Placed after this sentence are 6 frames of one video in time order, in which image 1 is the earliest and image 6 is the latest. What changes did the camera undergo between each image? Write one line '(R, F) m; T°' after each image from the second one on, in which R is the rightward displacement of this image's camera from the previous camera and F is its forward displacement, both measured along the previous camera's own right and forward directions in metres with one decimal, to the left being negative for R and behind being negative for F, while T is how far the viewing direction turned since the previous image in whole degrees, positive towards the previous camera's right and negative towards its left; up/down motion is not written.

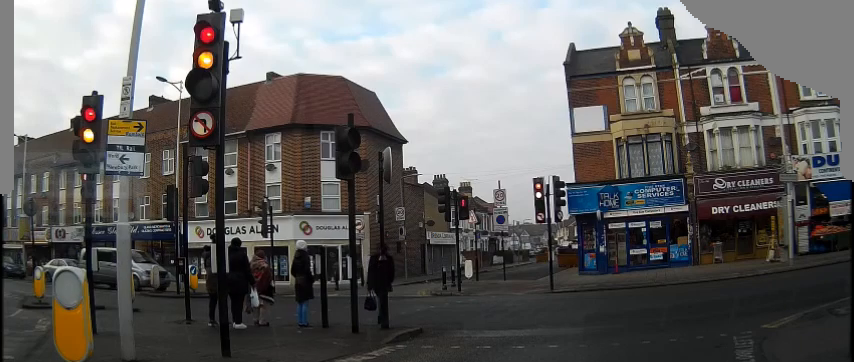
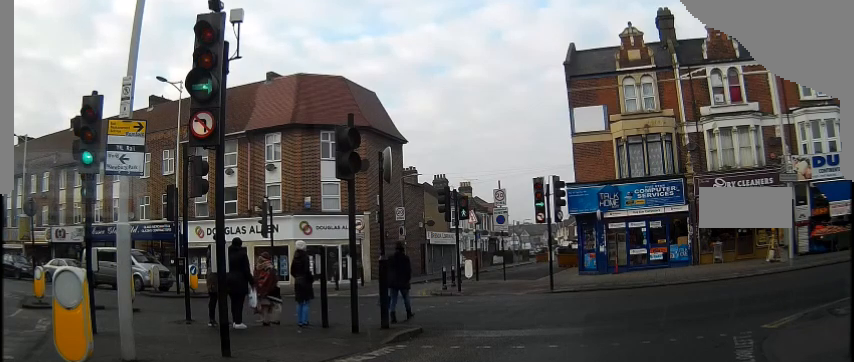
(0.0, 0.0) m; 0°
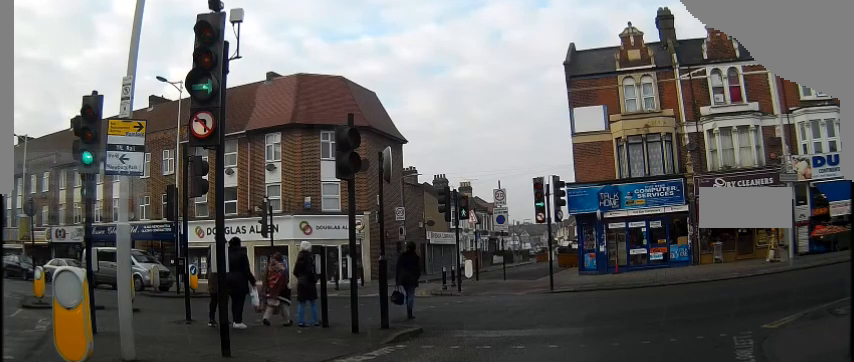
(0.0, 0.0) m; 0°
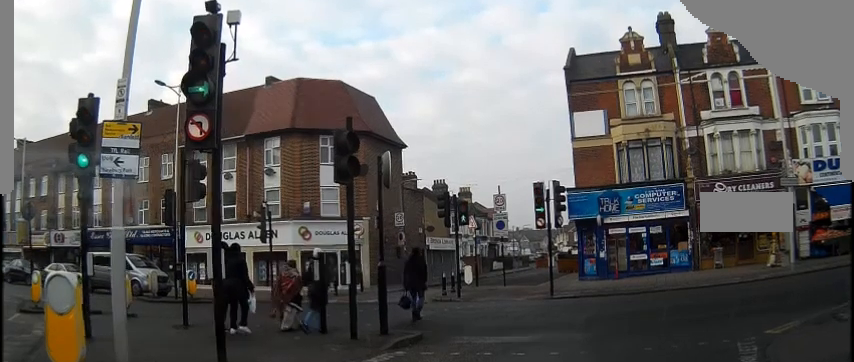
(0.0, 0.0) m; 0°
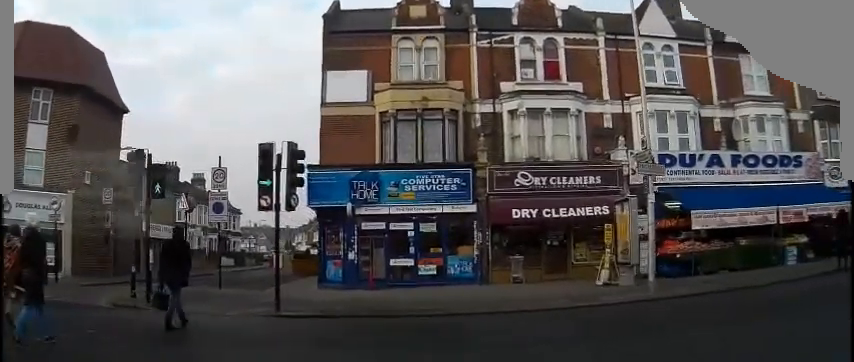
(-0.1, +3.1) m; +8°
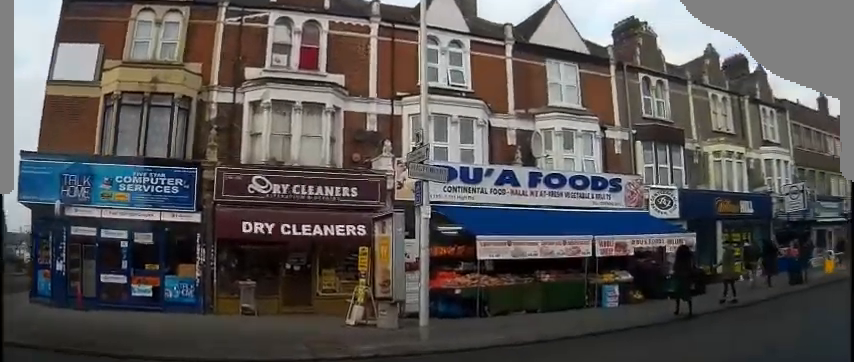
(+0.5, +3.4) m; +33°
